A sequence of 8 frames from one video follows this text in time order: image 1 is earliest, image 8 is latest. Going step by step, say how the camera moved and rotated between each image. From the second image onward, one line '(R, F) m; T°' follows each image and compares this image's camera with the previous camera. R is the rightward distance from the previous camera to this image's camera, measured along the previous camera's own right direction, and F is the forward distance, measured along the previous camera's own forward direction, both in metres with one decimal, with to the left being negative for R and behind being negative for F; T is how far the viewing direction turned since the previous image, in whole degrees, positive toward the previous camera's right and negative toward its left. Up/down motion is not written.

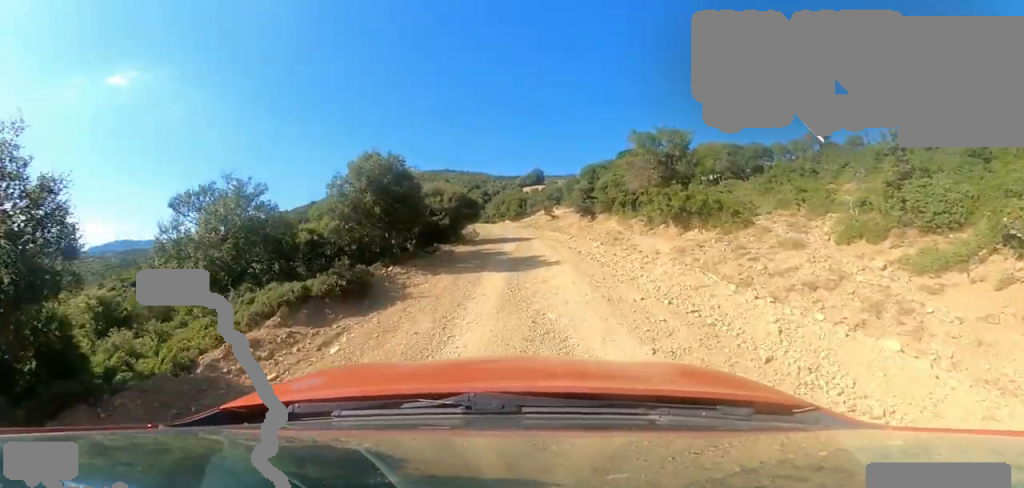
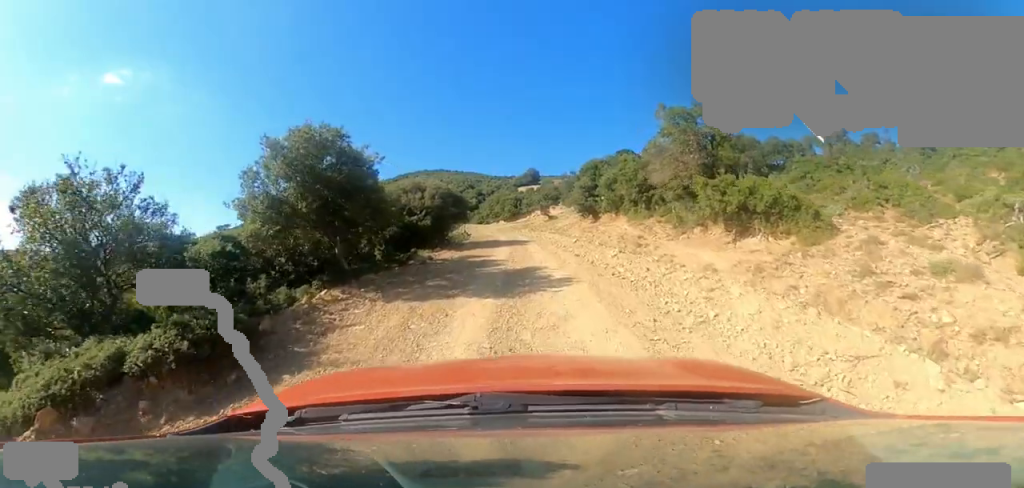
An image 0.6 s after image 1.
(-0.5, +3.2) m; -1°
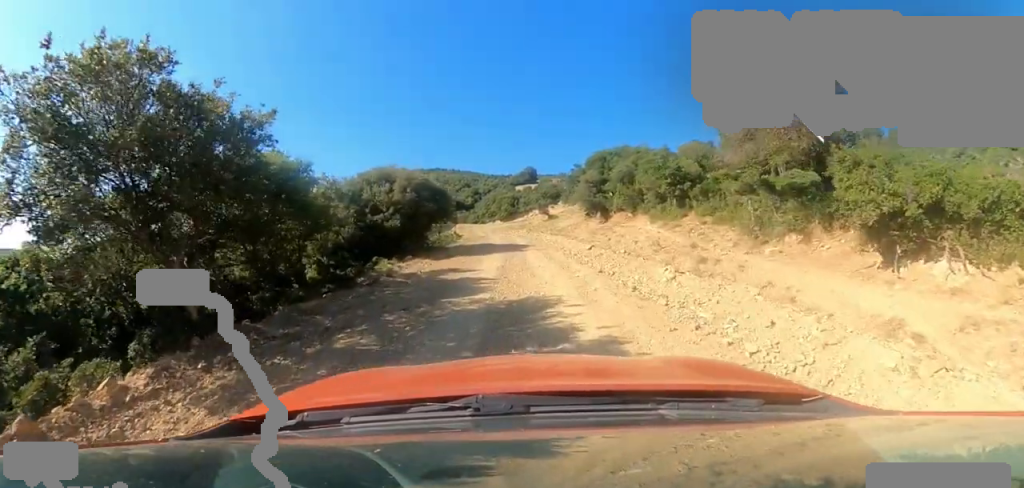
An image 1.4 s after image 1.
(+0.7, +4.3) m; +12°
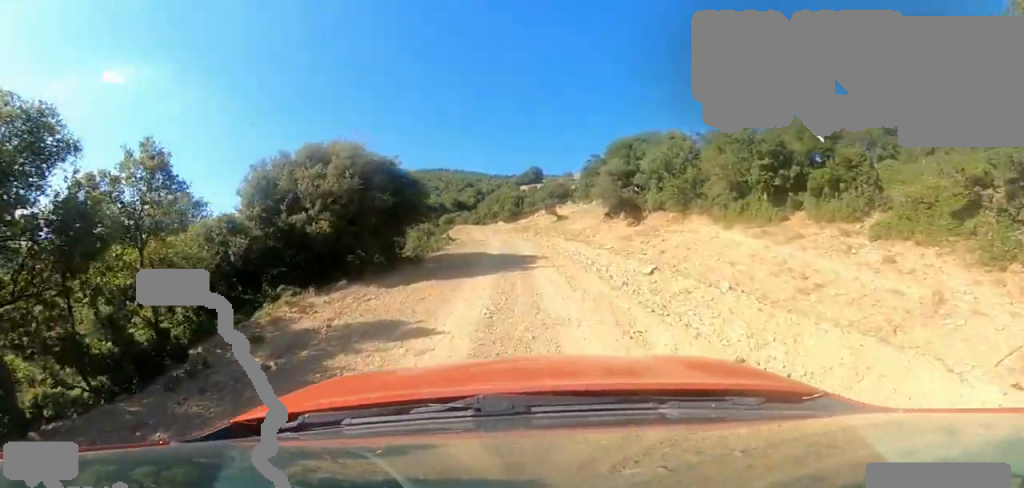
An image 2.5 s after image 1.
(+0.6, +5.7) m; -8°
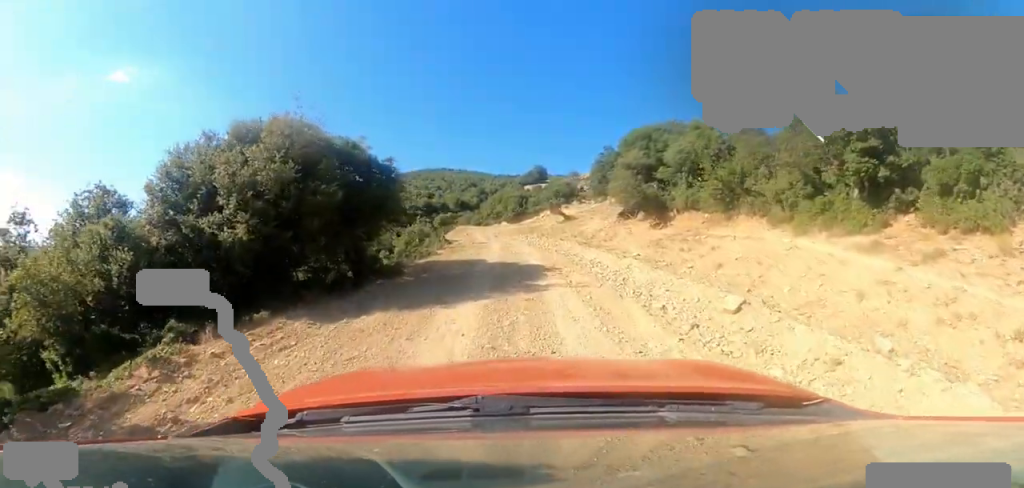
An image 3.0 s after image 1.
(-0.7, +2.9) m; 0°
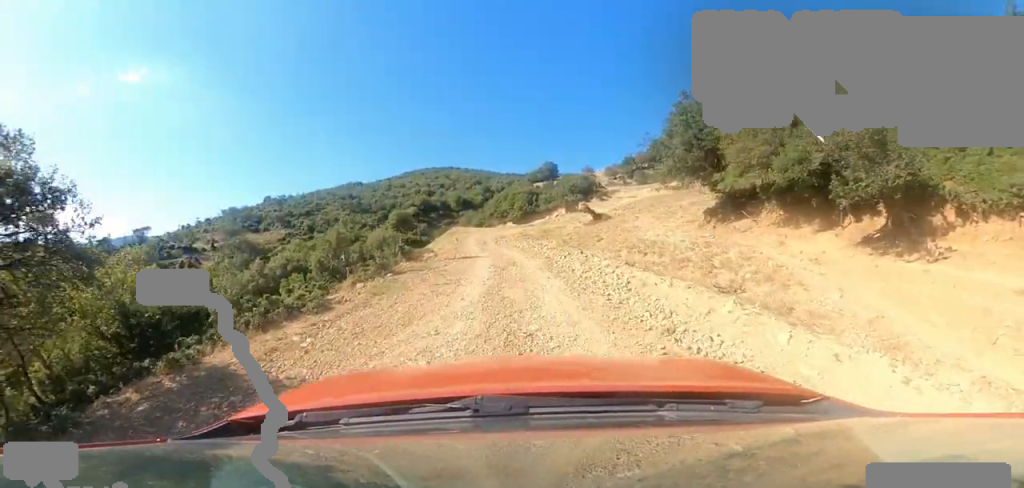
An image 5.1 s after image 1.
(+1.1, +10.8) m; +1°
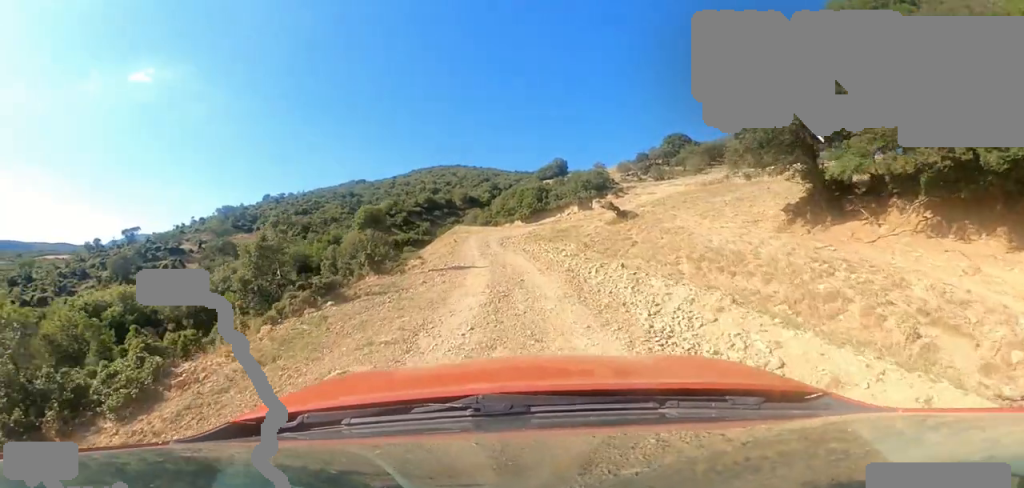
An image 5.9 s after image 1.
(-0.4, +4.2) m; -5°
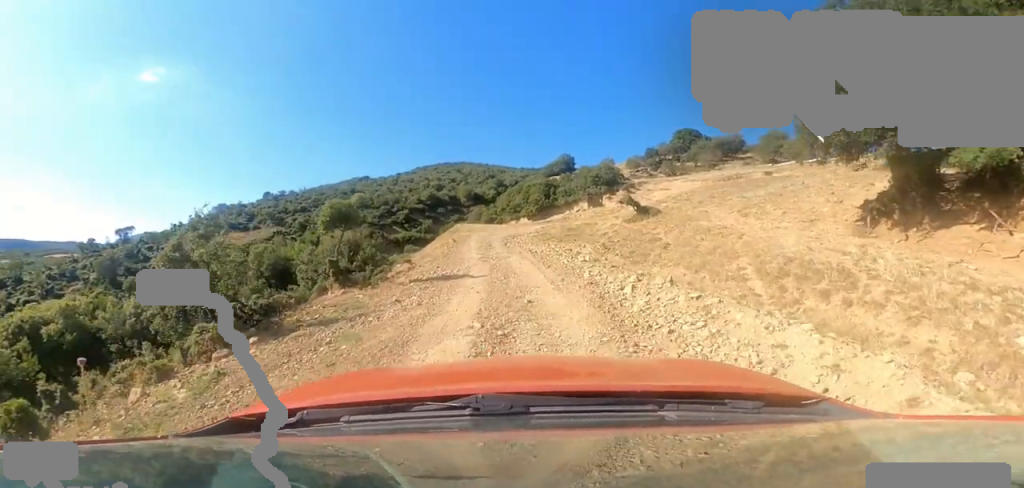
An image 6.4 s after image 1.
(-0.5, +2.6) m; +1°
